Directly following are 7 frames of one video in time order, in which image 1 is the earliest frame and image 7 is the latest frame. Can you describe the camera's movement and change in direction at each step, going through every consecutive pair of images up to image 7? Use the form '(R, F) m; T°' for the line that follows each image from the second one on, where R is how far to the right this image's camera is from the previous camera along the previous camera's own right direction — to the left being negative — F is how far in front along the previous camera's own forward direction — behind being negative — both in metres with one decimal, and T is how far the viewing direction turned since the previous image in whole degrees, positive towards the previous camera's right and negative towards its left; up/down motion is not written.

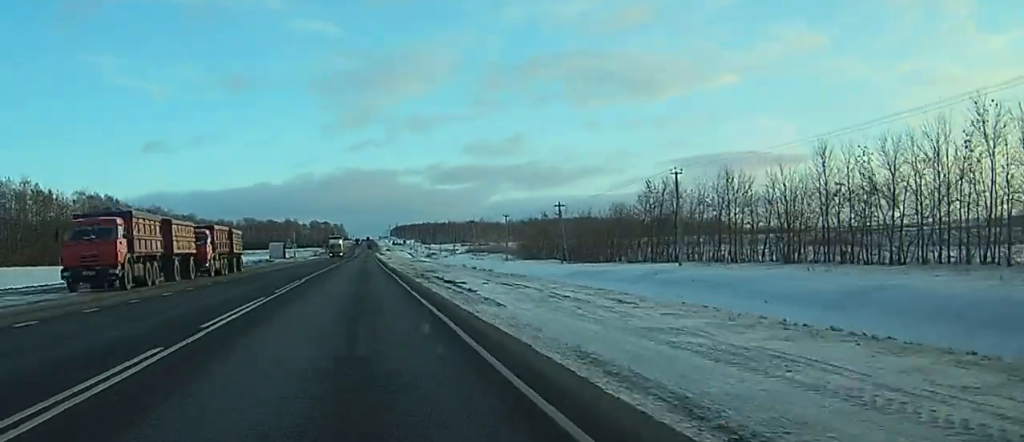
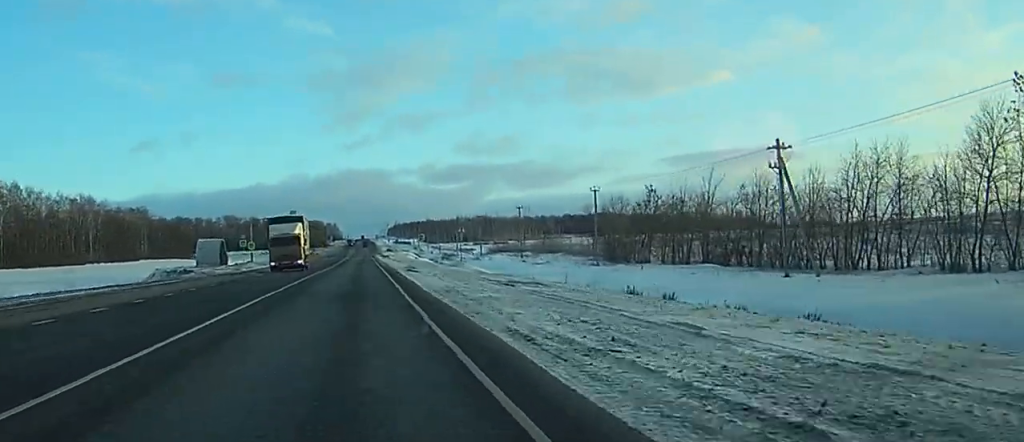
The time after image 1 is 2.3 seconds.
(+0.6, +66.3) m; +1°
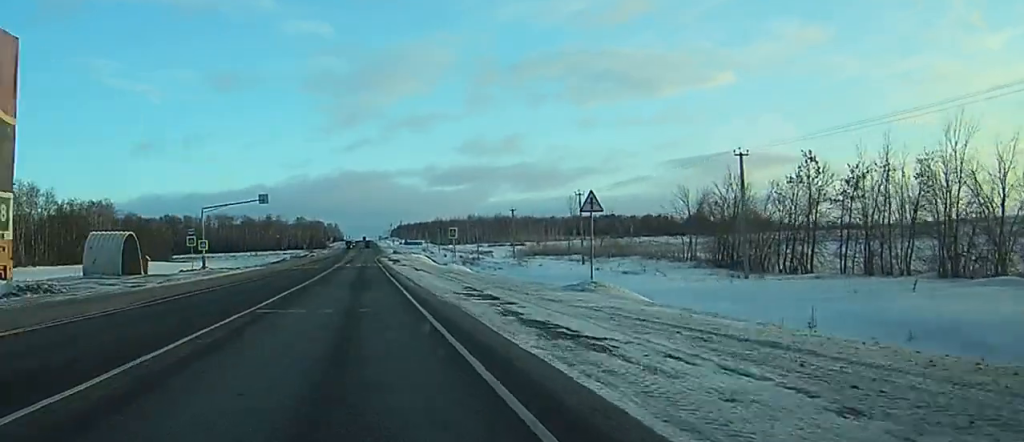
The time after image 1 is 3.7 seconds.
(0.0, +38.6) m; 0°
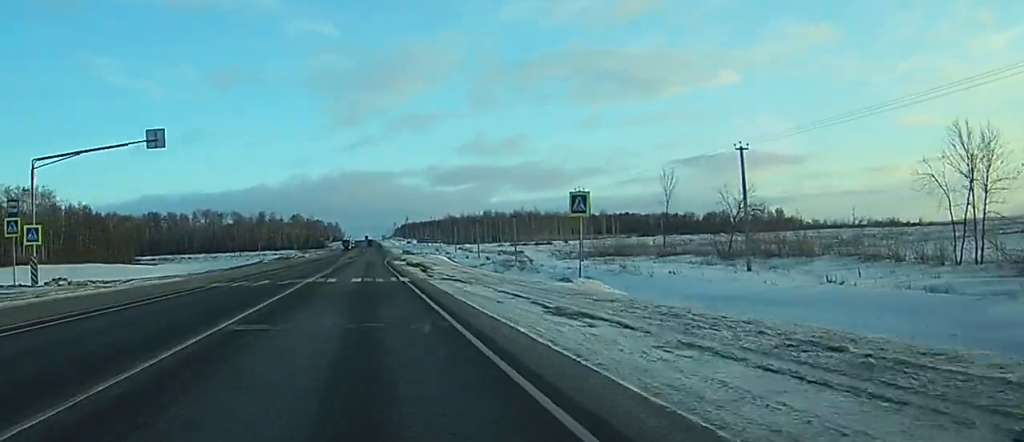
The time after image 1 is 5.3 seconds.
(-0.3, +45.0) m; 0°
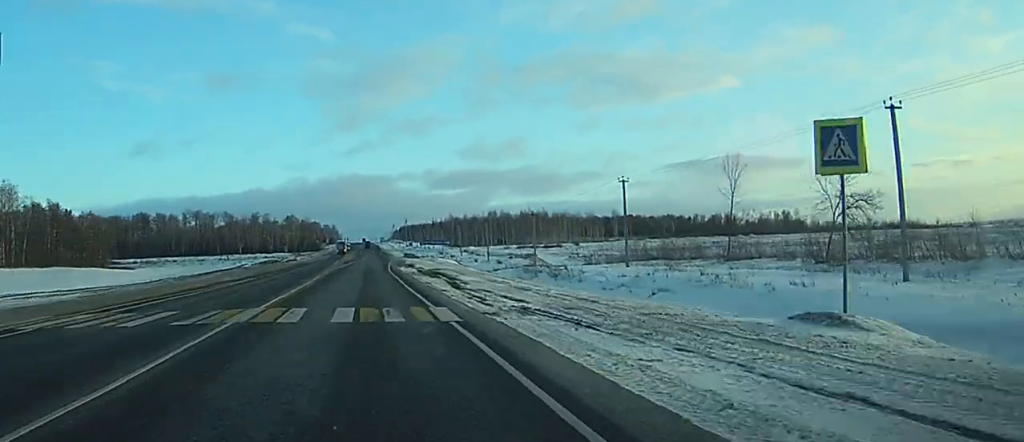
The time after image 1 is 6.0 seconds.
(0.0, +18.7) m; 0°
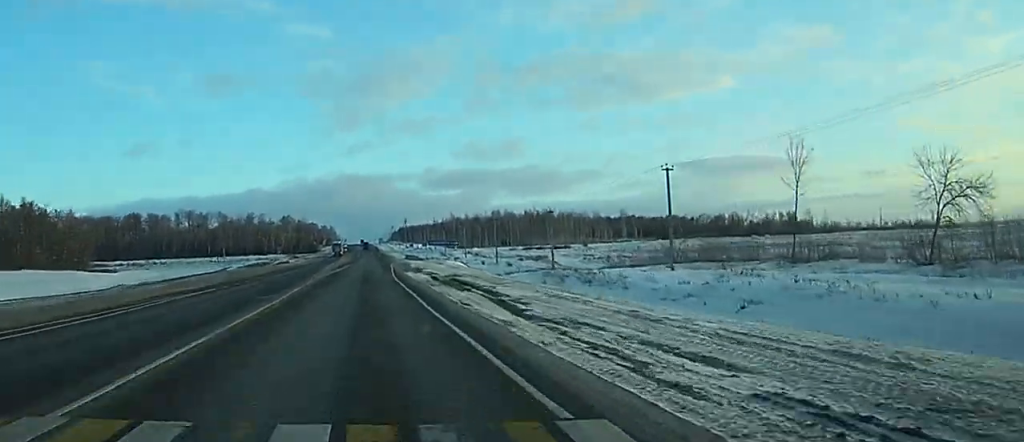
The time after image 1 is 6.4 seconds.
(+0.1, +13.1) m; 0°
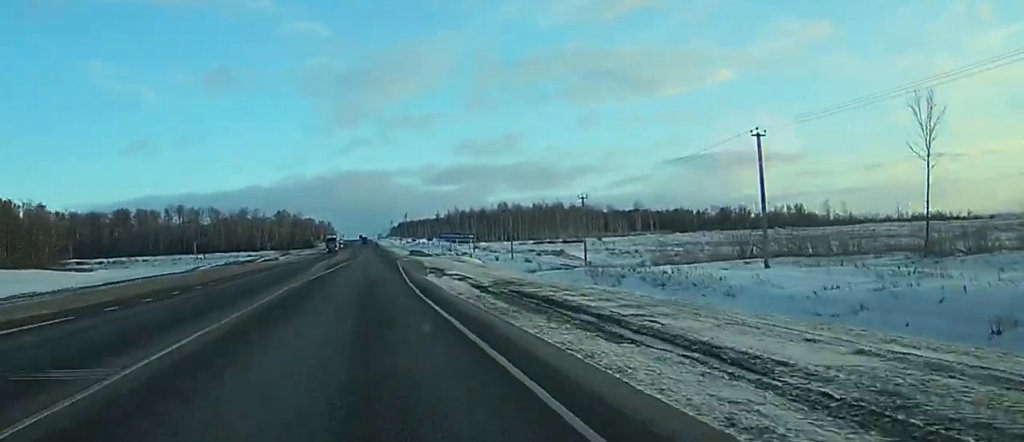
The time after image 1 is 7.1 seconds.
(+0.1, +17.7) m; 0°
